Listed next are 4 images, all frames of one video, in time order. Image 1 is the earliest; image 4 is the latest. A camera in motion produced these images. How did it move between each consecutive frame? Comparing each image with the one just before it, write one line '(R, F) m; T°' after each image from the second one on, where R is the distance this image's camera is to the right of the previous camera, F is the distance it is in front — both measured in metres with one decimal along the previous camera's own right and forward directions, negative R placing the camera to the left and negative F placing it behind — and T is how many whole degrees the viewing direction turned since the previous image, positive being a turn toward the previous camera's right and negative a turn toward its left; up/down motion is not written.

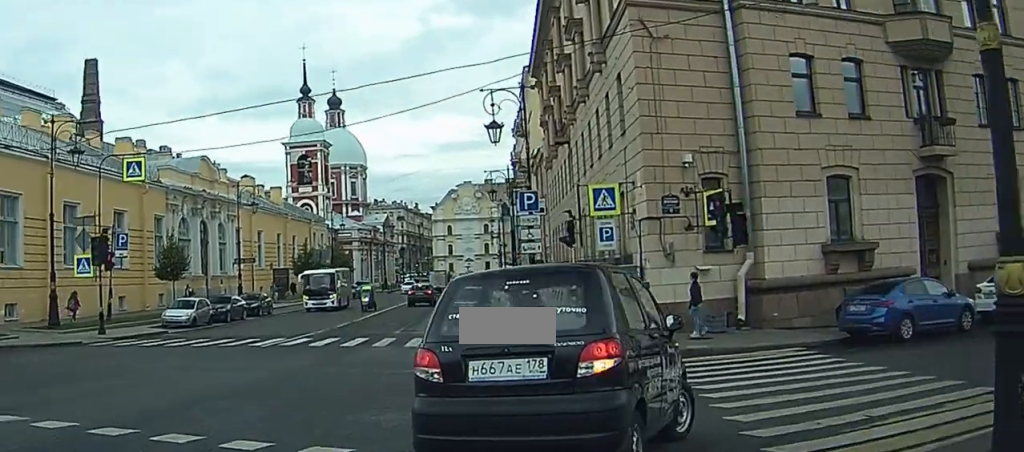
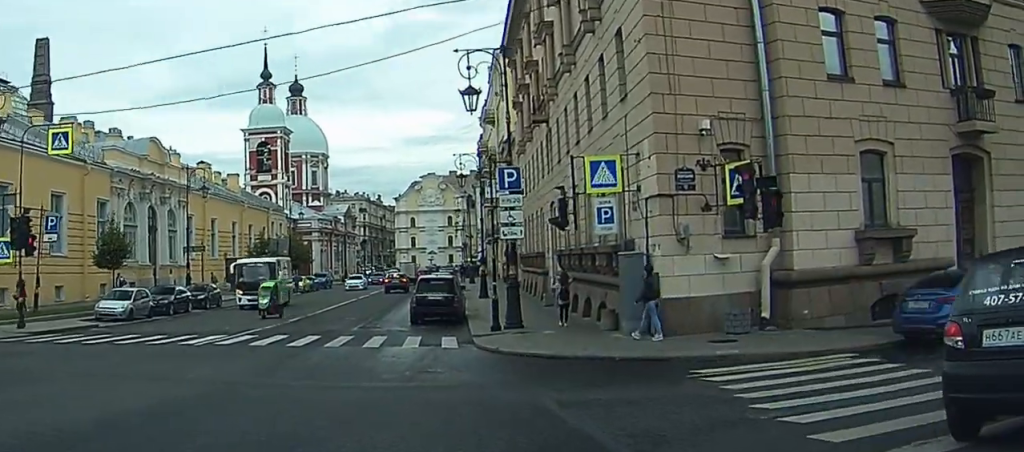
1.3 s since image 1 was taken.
(-0.7, +0.9) m; +5°
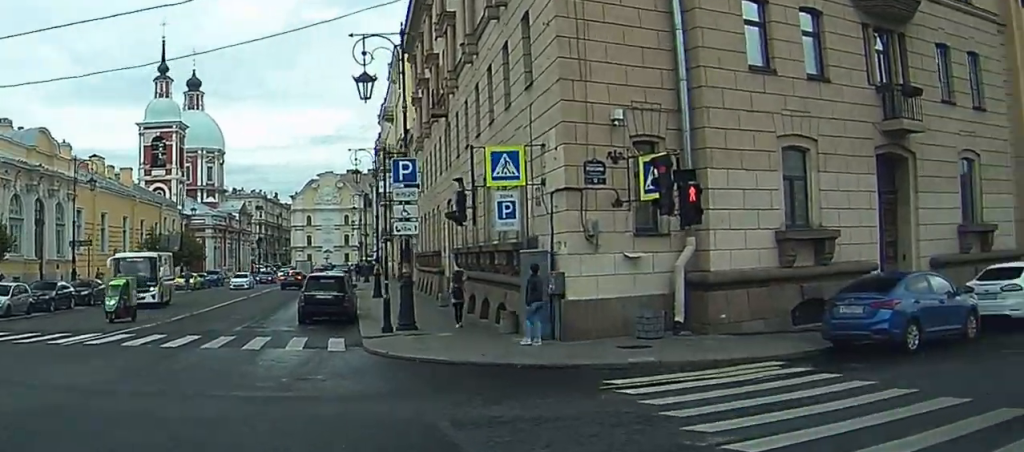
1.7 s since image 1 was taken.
(0.0, +1.1) m; +6°
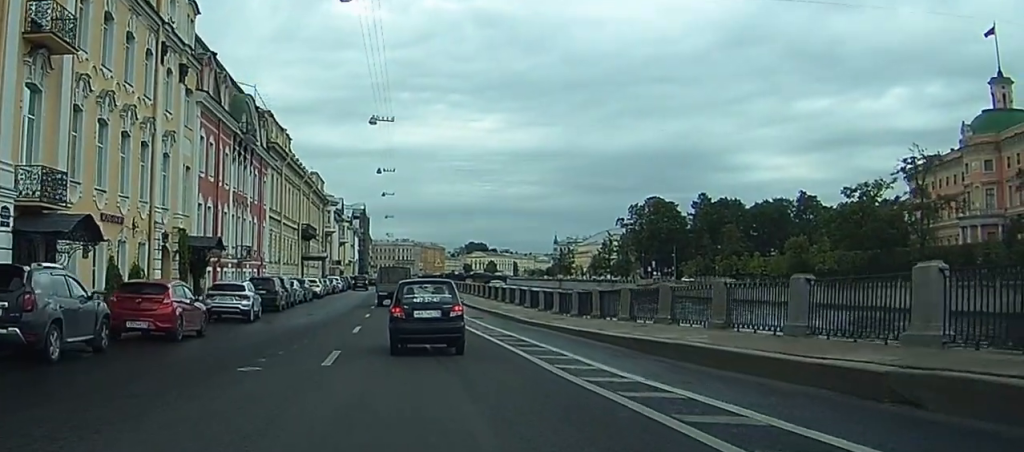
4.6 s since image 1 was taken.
(+4.1, +16.3) m; +39°
